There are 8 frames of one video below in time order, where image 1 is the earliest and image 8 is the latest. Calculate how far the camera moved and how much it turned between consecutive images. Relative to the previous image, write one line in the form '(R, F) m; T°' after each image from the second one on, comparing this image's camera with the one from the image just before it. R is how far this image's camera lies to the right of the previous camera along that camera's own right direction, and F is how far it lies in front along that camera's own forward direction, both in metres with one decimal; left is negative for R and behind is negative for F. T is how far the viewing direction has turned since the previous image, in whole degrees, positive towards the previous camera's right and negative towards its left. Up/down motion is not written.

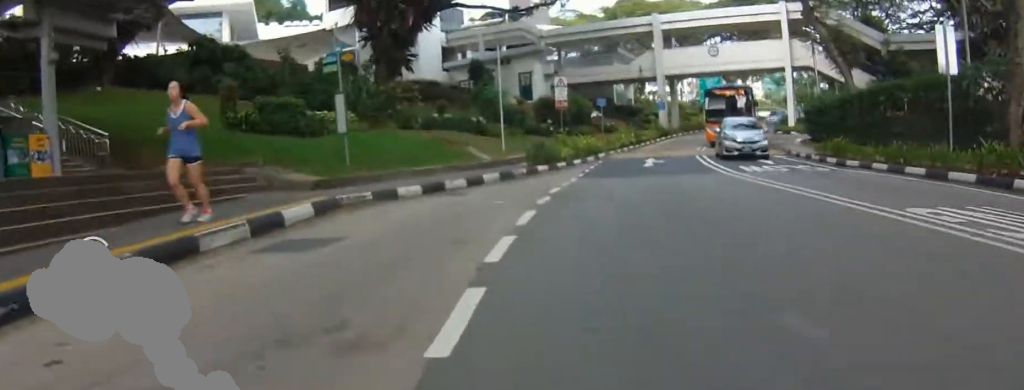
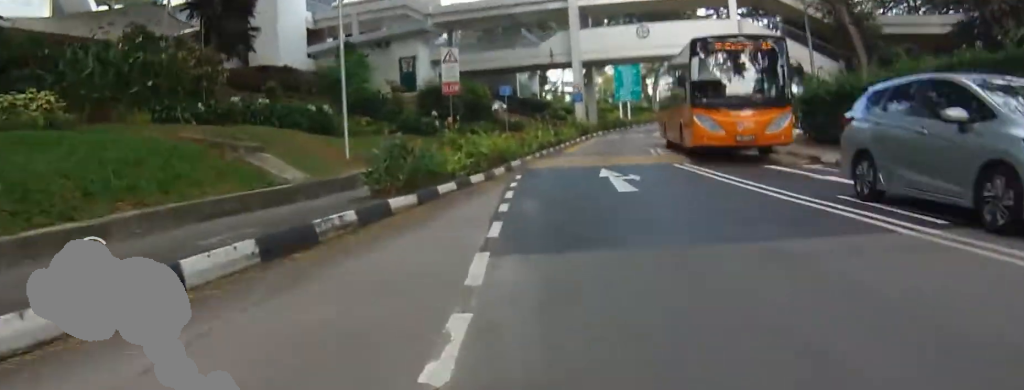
(0.0, +7.3) m; 0°
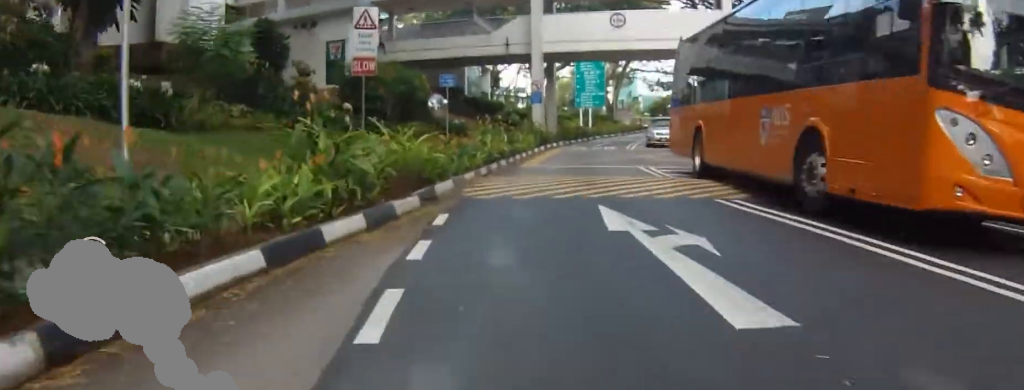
(0.0, +4.3) m; 0°
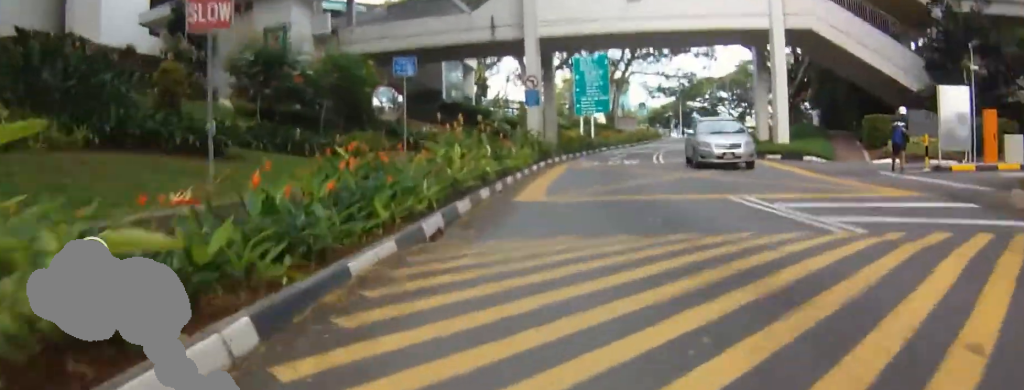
(0.0, +5.1) m; +2°
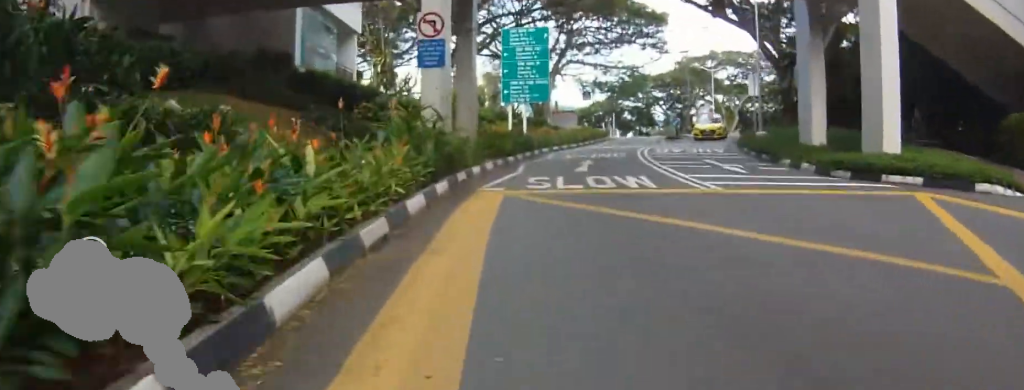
(+1.6, +9.7) m; +12°
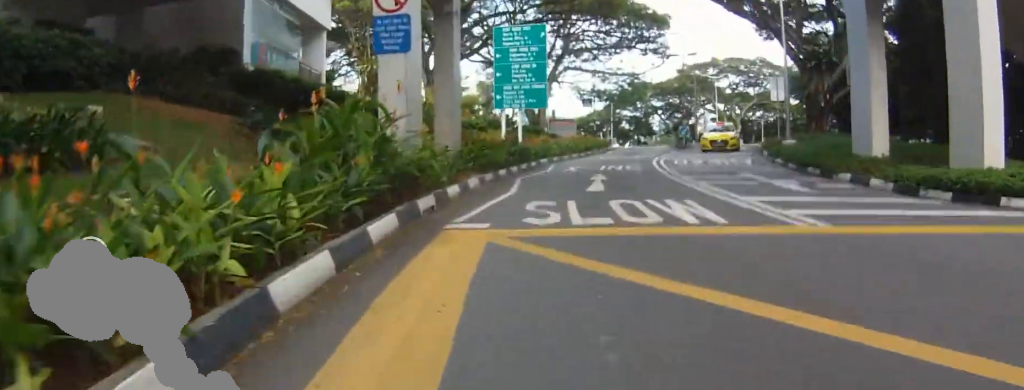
(+0.5, +3.2) m; -2°
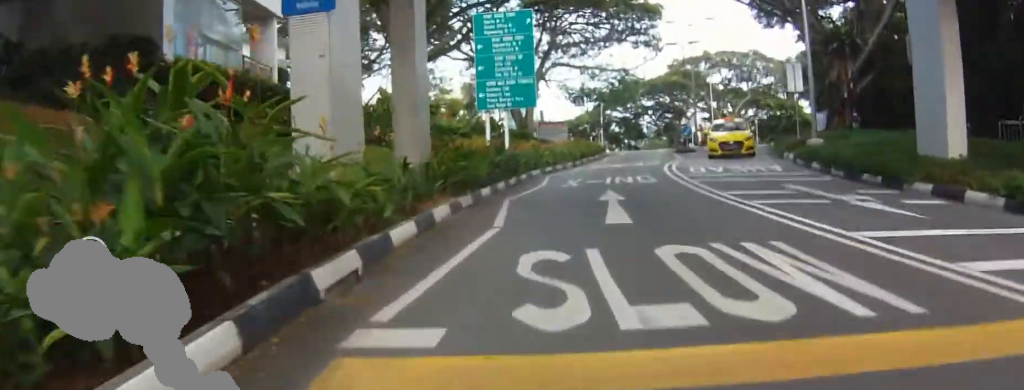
(-0.7, +3.2) m; -6°
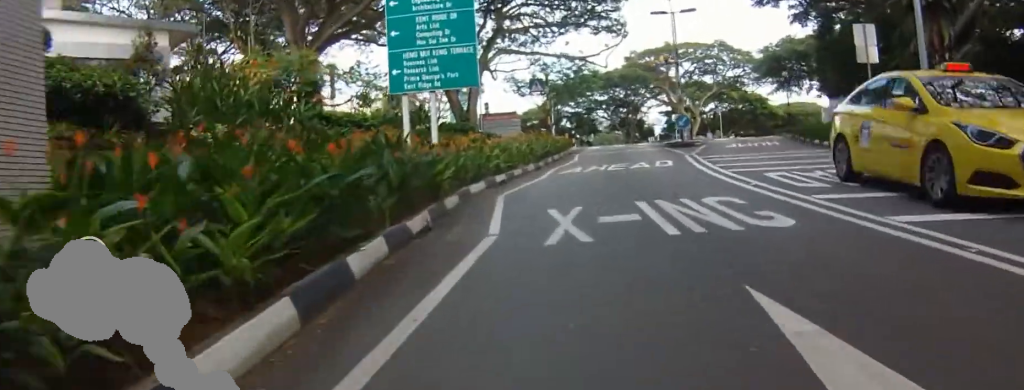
(-0.9, +10.0) m; -5°
